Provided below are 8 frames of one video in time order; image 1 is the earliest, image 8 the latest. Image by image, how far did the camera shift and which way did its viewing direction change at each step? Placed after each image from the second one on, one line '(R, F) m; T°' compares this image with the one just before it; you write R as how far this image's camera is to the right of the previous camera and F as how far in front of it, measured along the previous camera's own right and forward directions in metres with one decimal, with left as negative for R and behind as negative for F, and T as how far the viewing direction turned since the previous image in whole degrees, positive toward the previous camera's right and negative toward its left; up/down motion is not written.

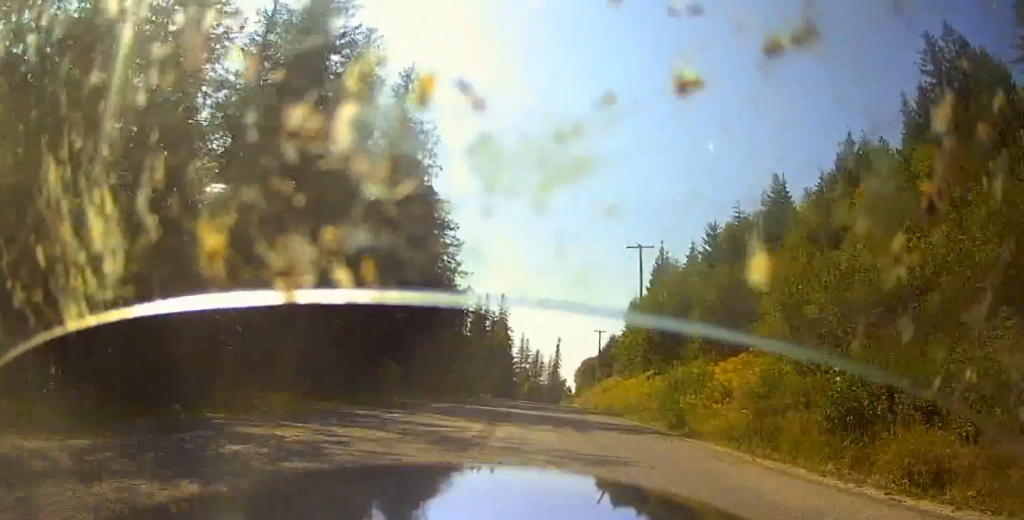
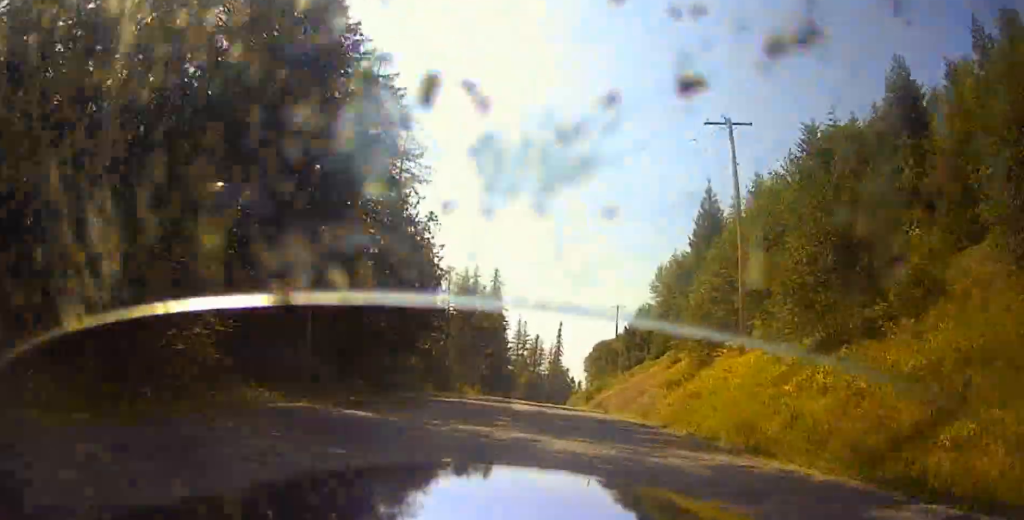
(-0.1, +27.5) m; 0°
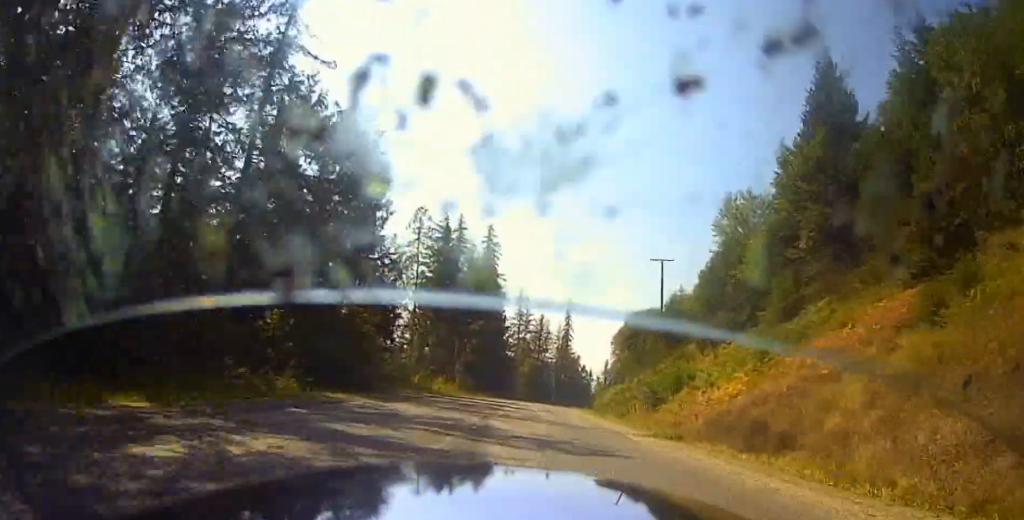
(+1.0, +33.7) m; +3°
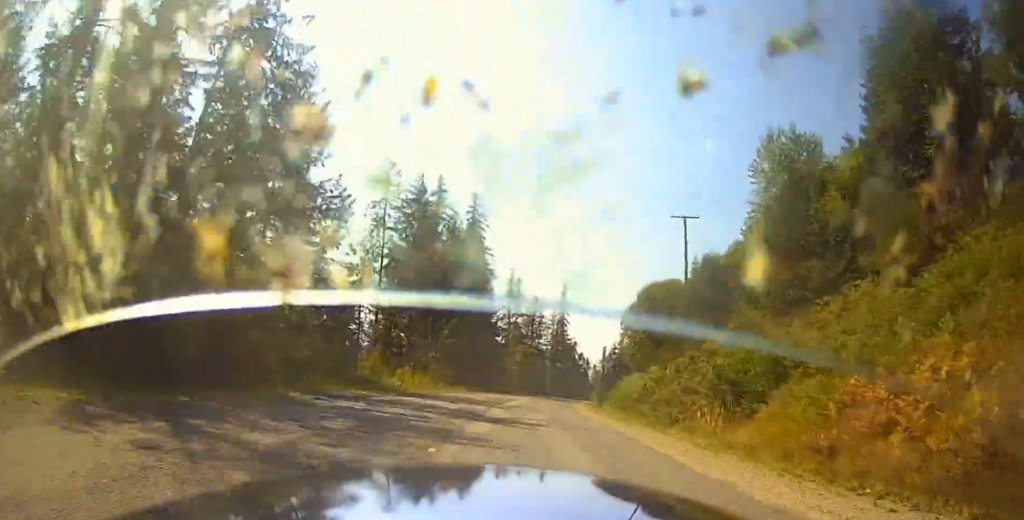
(-0.1, +14.7) m; +2°
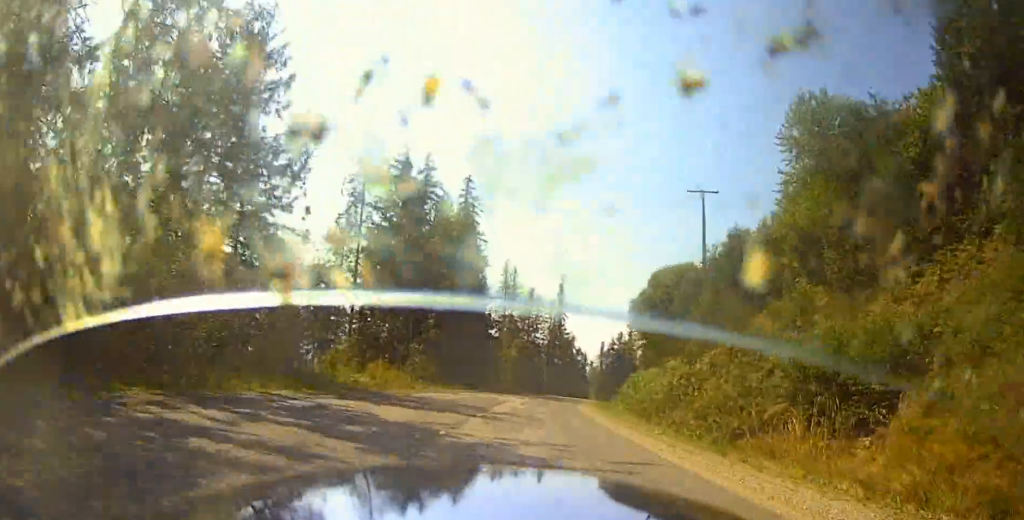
(+0.3, +7.4) m; +2°
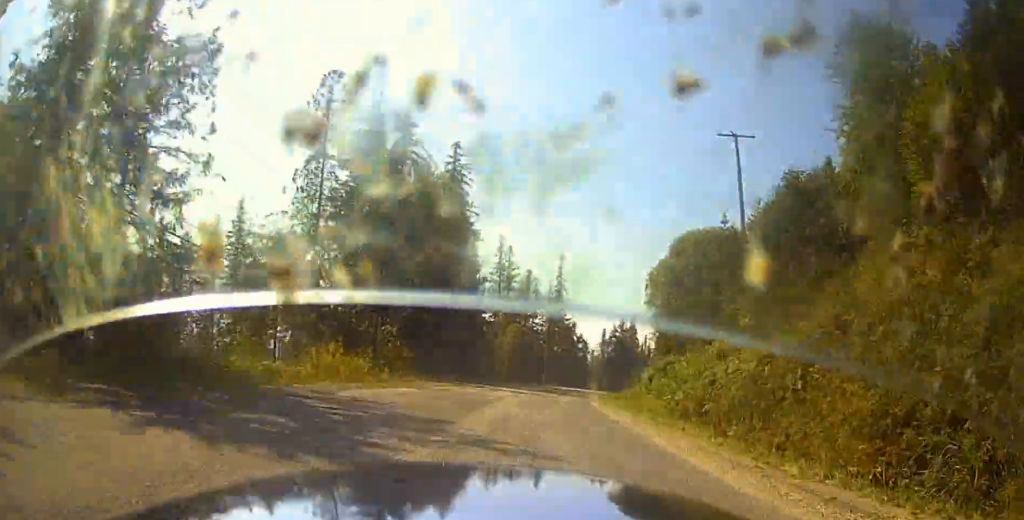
(0.0, +10.3) m; +3°
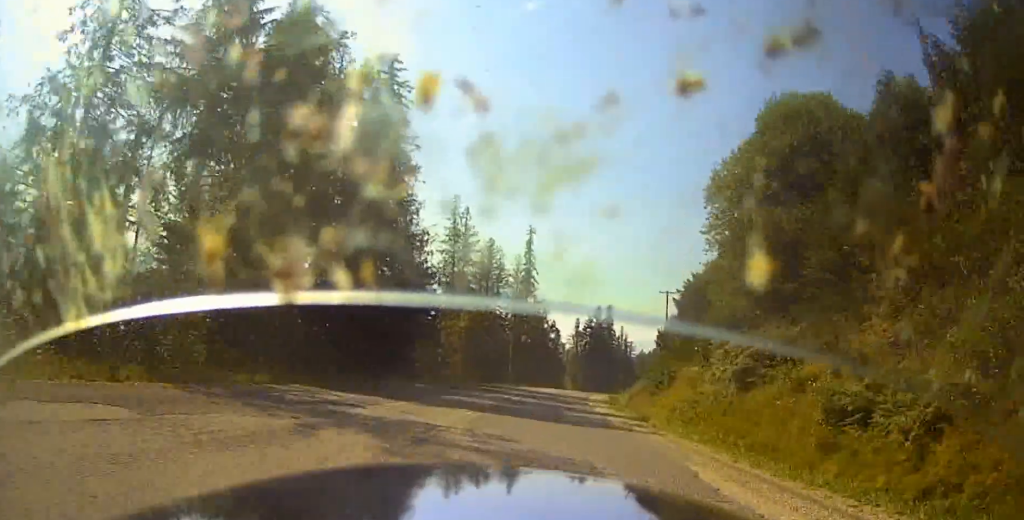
(+1.5, +27.6) m; +3°
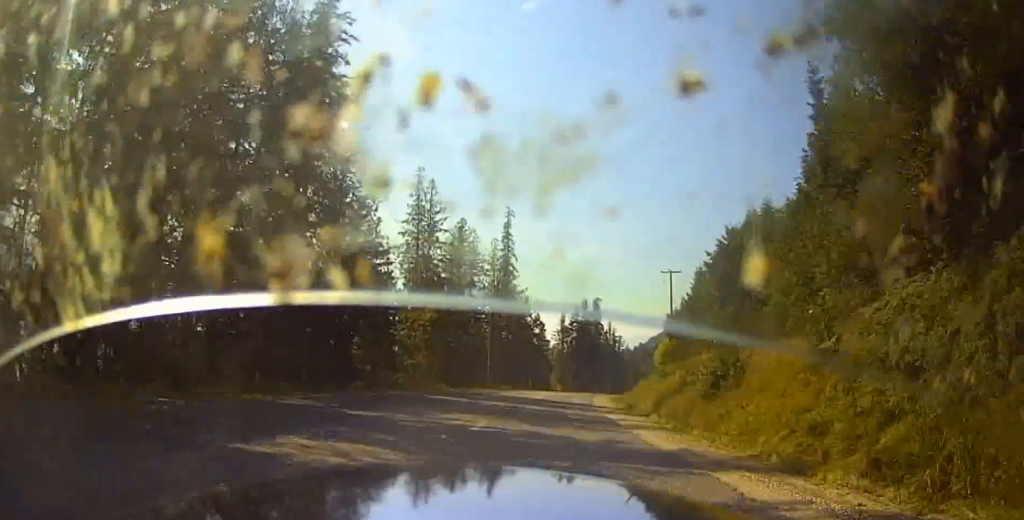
(0.0, +17.9) m; 0°
